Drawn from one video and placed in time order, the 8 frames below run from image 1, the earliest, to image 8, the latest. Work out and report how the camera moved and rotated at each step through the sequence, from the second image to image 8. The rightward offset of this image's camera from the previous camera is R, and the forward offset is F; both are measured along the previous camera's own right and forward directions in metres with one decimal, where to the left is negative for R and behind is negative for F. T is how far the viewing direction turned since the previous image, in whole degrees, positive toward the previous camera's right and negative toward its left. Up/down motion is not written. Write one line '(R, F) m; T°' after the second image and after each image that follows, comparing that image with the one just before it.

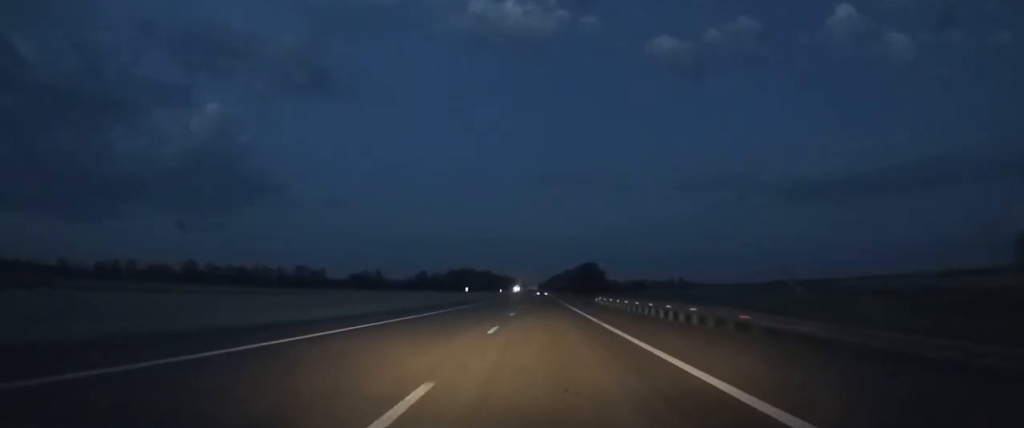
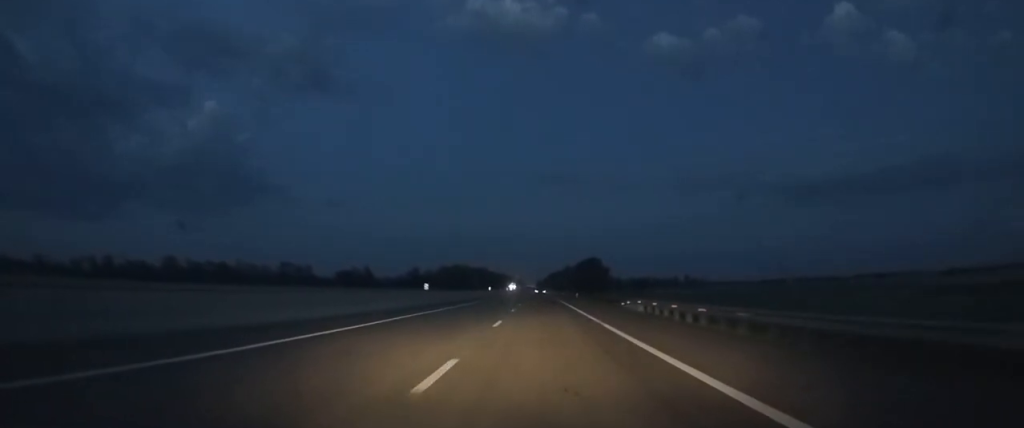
(+0.1, +21.5) m; 0°
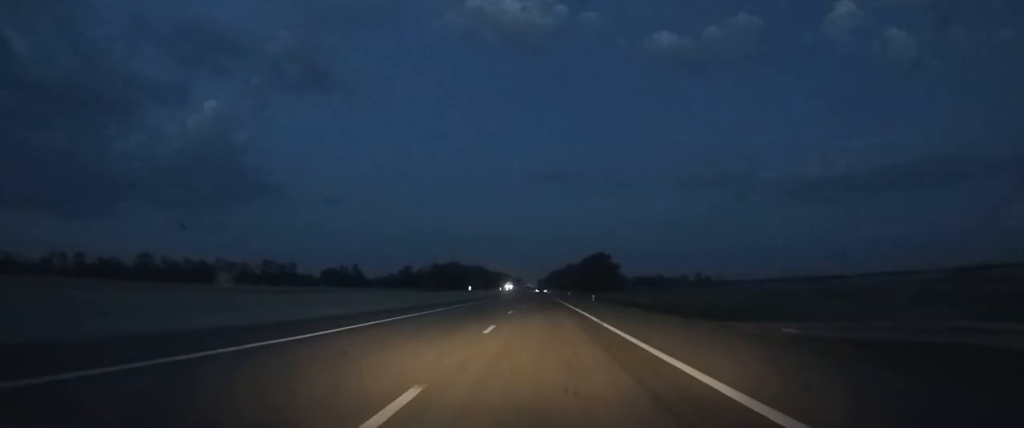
(+0.1, +27.0) m; 0°
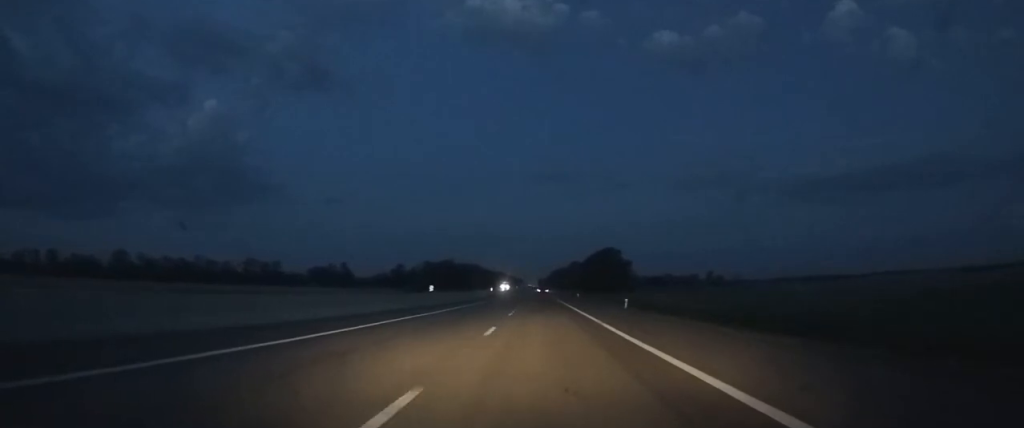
(0.0, +24.2) m; 0°
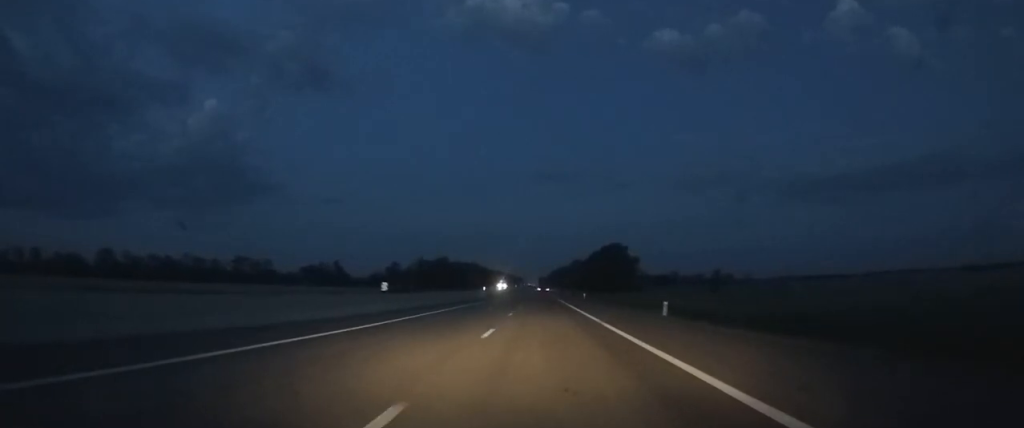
(0.0, +13.0) m; 0°
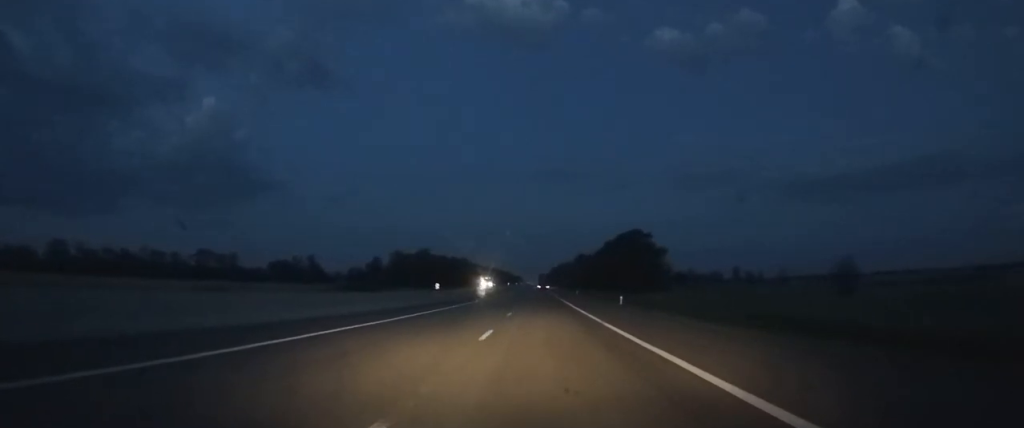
(+0.1, +37.0) m; 0°
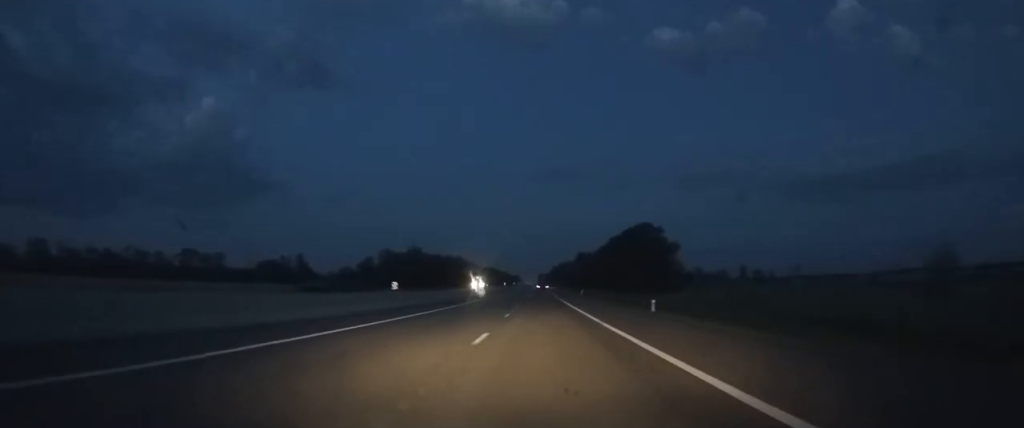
(0.0, +12.9) m; 0°
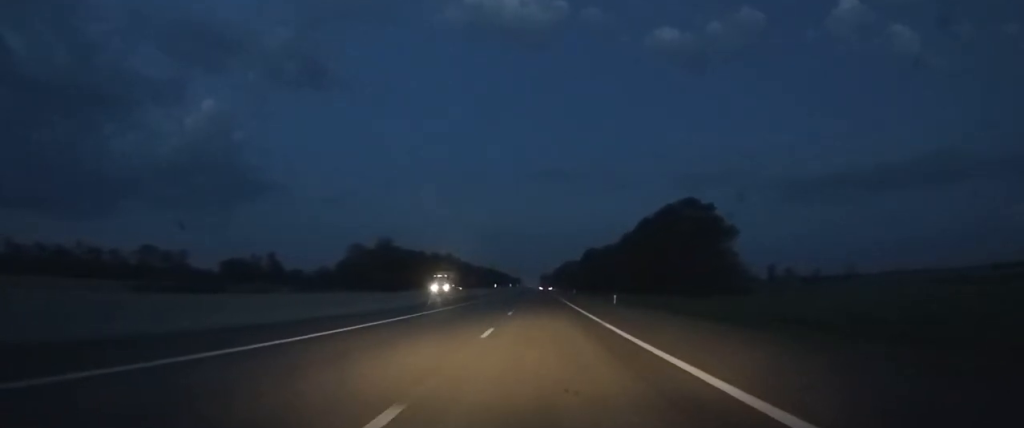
(0.0, +34.1) m; 0°
